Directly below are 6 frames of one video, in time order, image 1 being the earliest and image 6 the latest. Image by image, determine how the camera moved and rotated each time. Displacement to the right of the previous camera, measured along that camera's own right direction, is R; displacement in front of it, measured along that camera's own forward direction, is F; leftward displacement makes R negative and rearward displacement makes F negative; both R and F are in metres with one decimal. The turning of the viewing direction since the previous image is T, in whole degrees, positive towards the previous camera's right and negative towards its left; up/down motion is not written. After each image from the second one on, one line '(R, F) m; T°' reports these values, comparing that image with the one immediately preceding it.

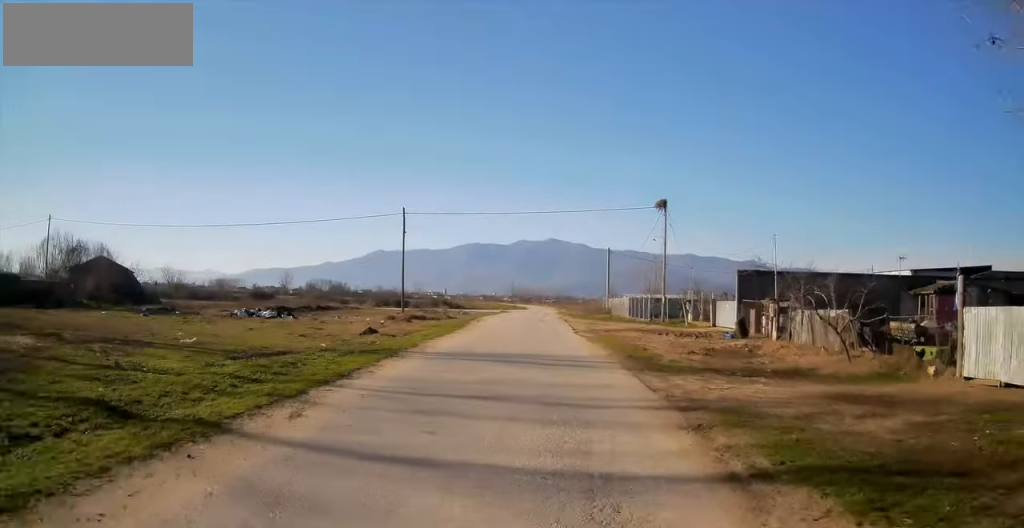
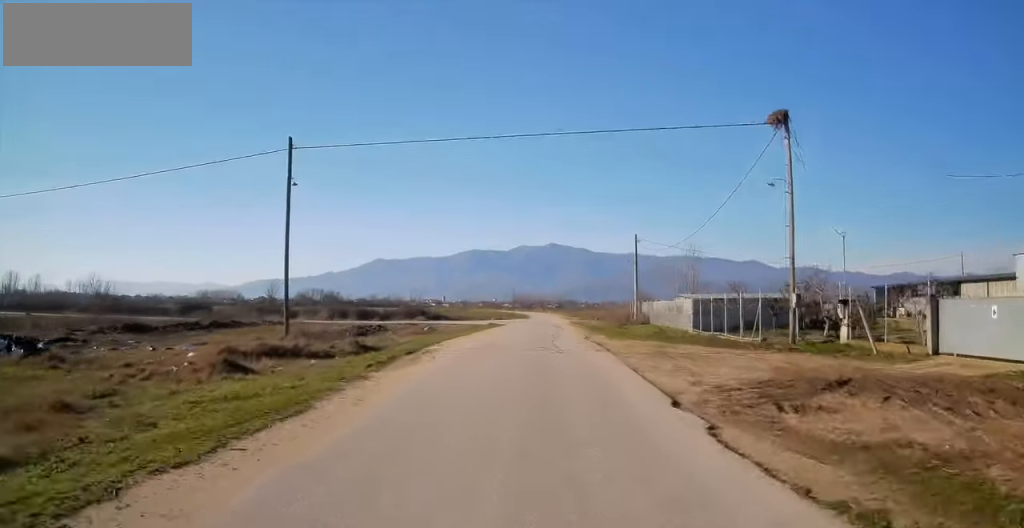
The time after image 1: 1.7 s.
(-0.2, +23.2) m; -2°
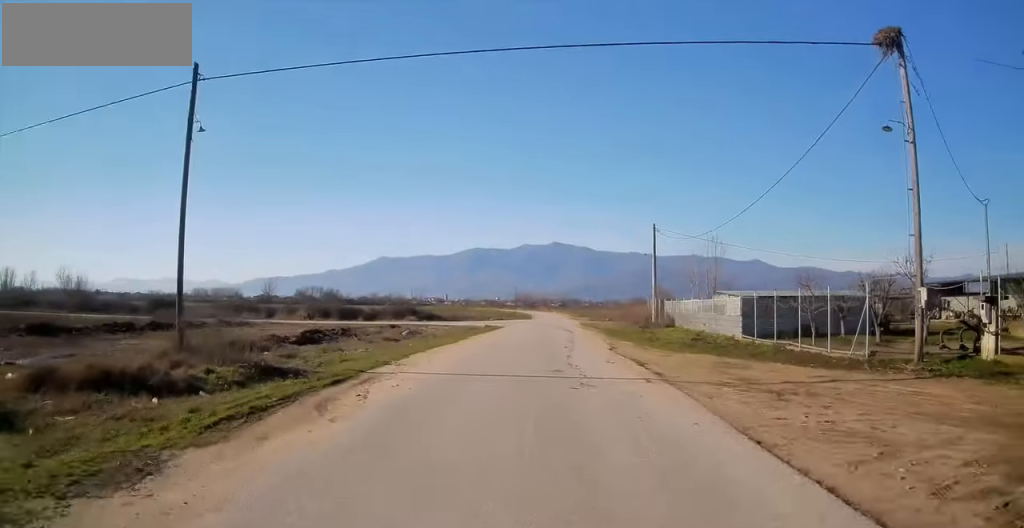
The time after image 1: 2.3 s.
(-0.2, +8.2) m; 0°
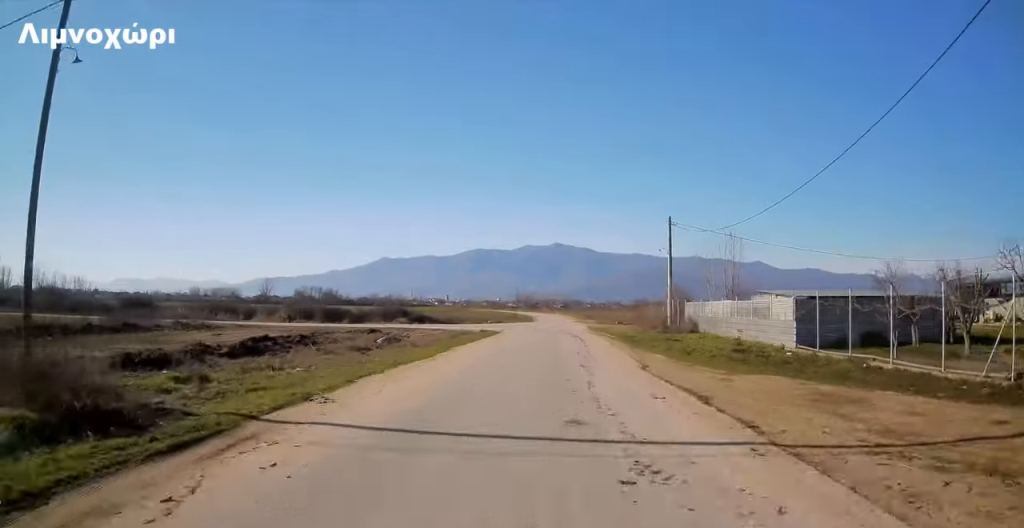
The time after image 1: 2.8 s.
(0.0, +6.0) m; 0°
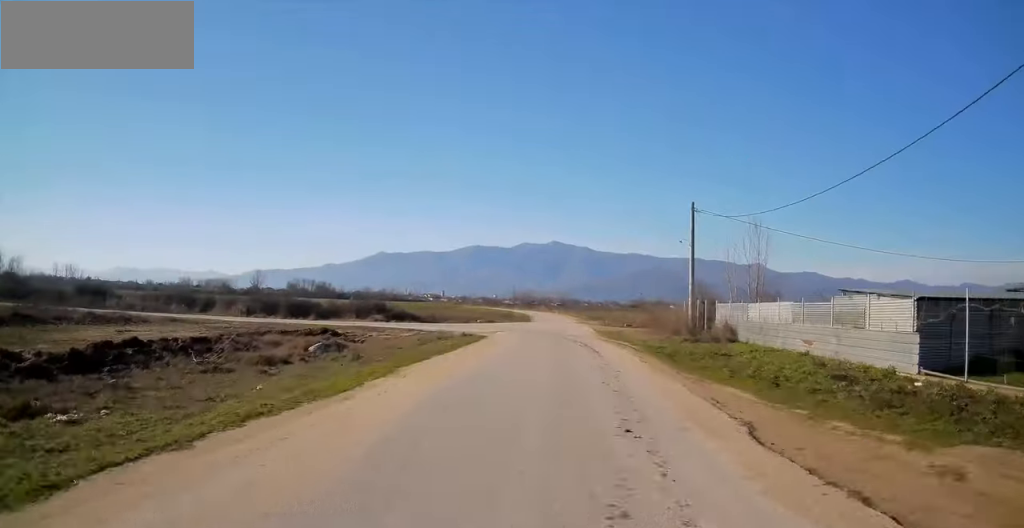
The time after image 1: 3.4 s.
(+0.1, +8.3) m; +1°
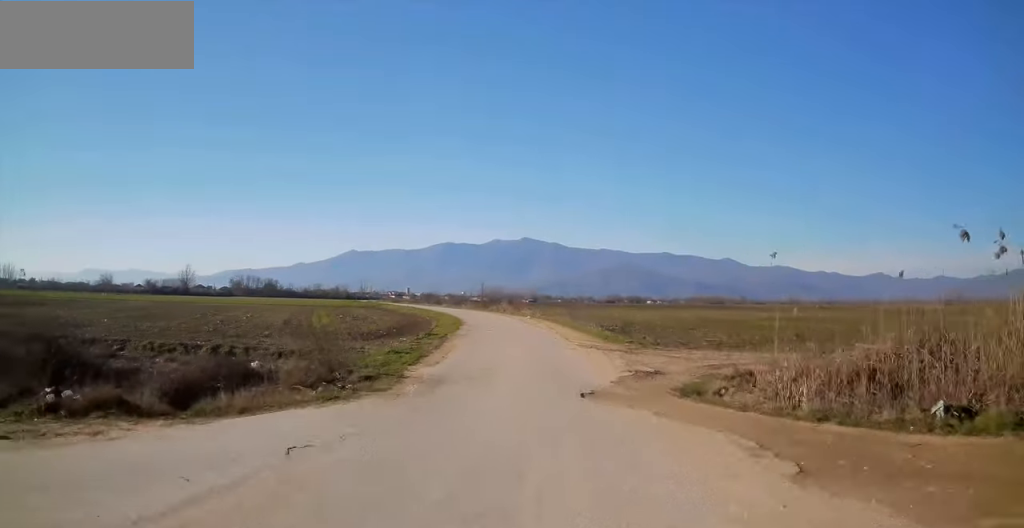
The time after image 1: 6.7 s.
(+1.0, +47.5) m; +2°
